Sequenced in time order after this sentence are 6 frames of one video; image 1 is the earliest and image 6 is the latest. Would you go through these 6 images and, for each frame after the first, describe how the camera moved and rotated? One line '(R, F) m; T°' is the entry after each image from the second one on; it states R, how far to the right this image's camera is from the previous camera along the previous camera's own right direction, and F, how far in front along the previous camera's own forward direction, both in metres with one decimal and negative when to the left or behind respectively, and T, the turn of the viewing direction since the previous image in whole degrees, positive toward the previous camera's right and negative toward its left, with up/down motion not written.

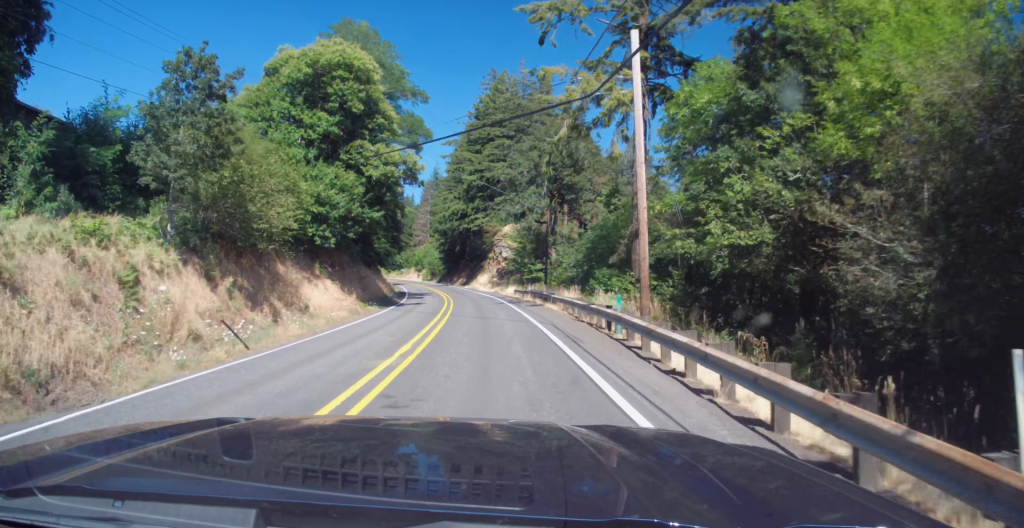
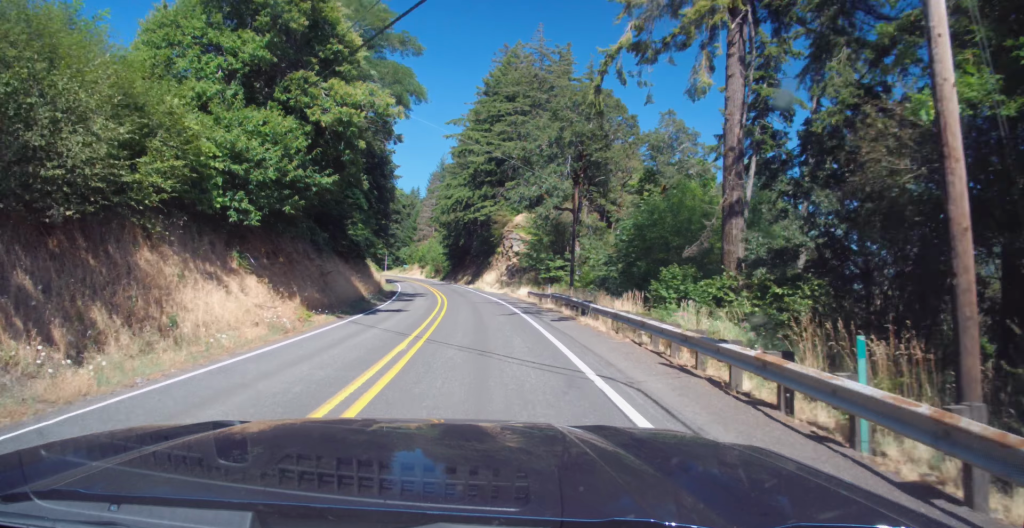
(0.0, +12.2) m; -4°
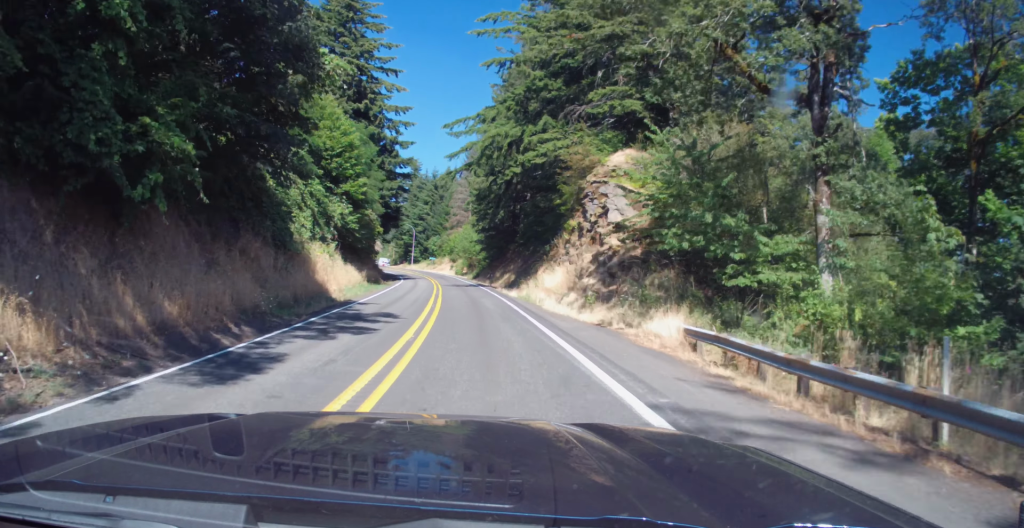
(-4.0, +34.9) m; -9°
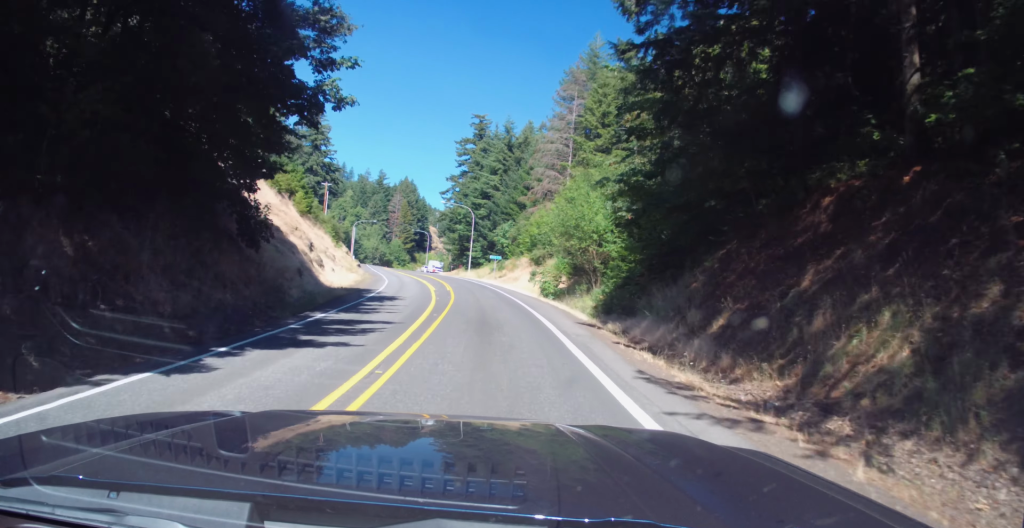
(0.0, +65.7) m; 0°
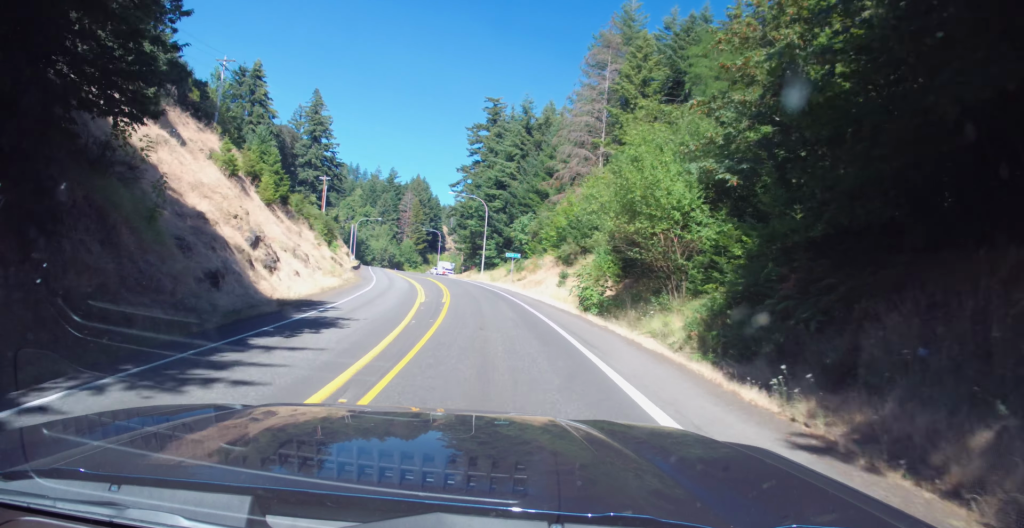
(0.0, +14.4) m; 0°
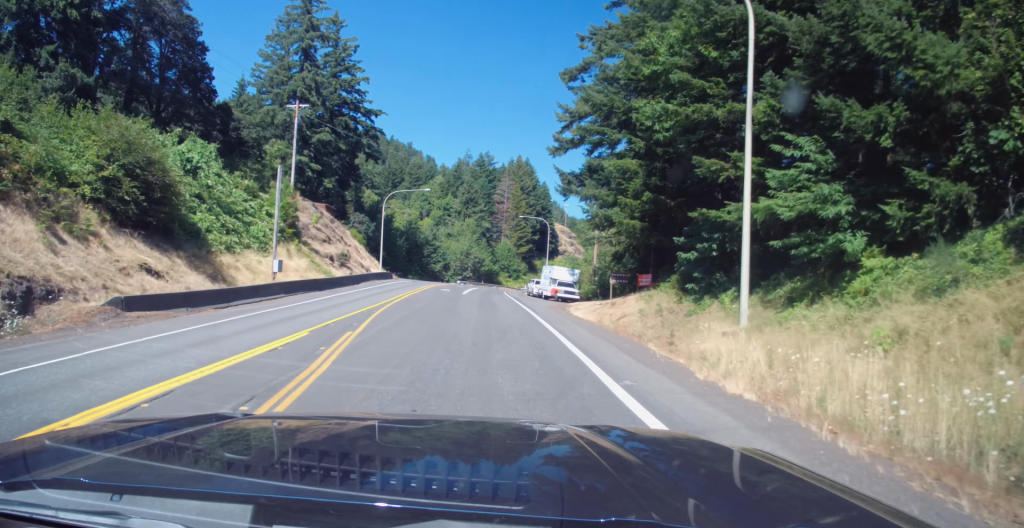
(0.0, +71.6) m; 0°
